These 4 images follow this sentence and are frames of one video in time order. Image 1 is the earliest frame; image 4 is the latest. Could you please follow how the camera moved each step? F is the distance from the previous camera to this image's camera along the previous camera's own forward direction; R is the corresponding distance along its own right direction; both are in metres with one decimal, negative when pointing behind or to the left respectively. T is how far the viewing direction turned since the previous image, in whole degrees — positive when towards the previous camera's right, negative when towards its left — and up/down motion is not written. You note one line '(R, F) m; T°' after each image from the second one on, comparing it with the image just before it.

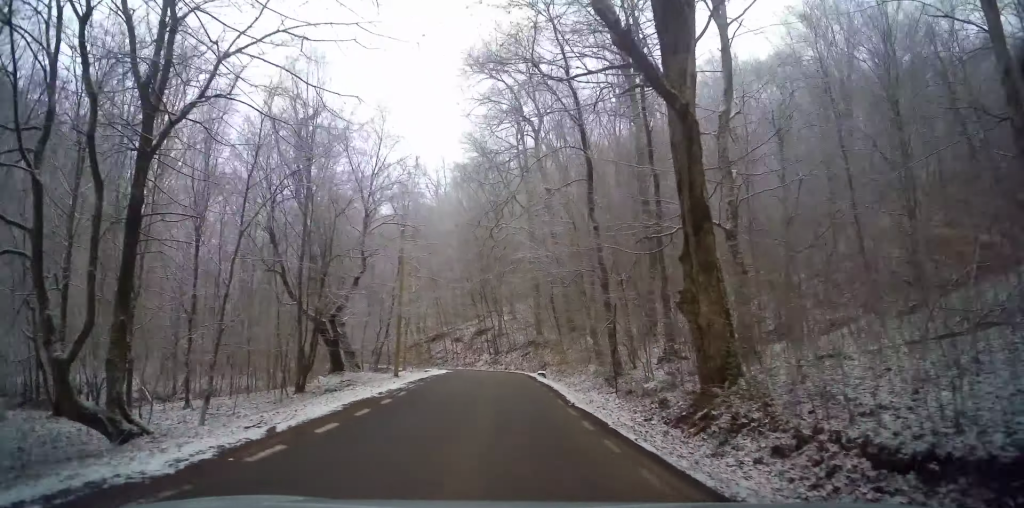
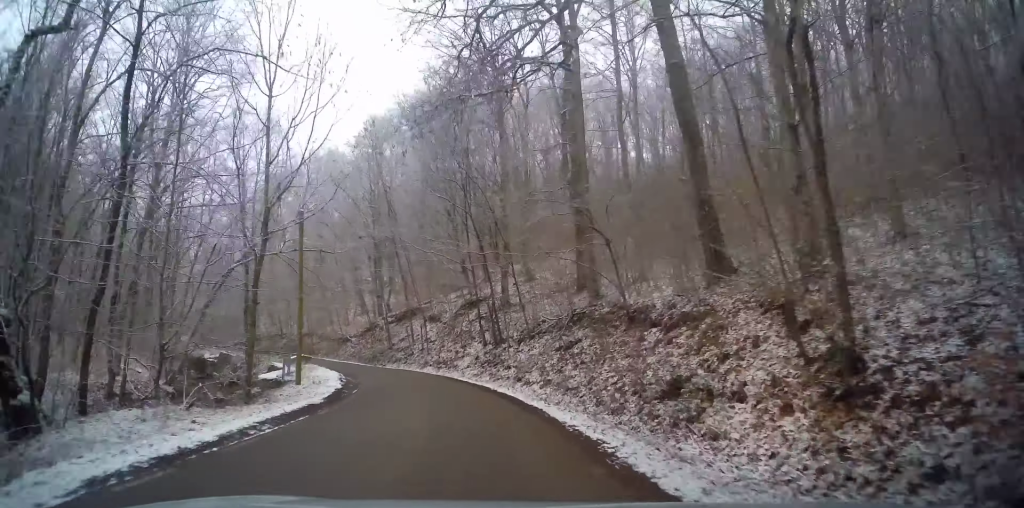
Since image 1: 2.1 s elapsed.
(+0.2, +29.2) m; -4°
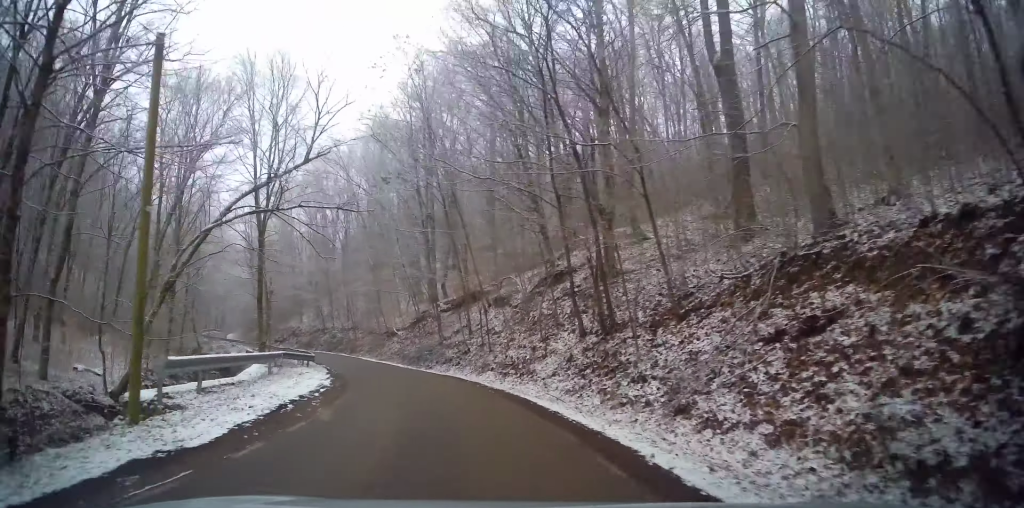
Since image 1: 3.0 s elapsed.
(-0.5, +12.3) m; -6°
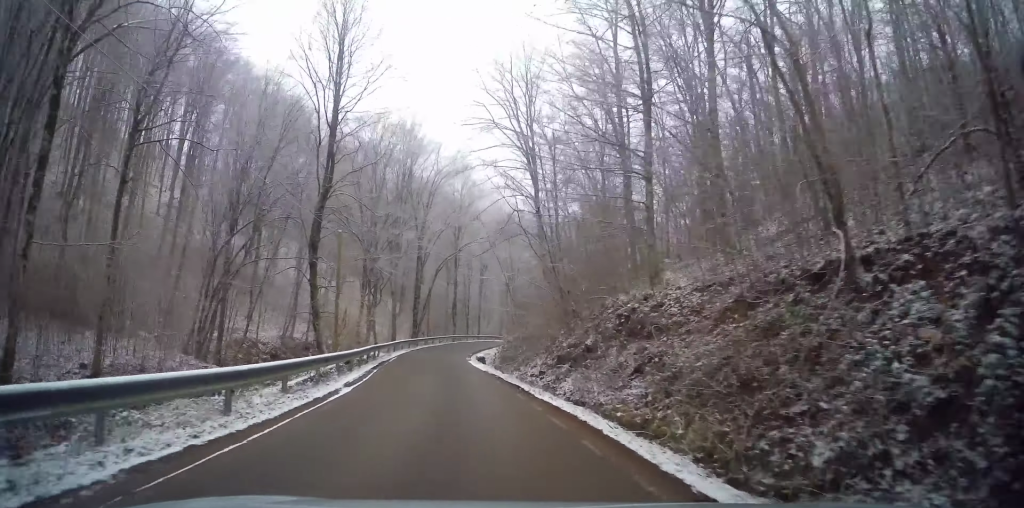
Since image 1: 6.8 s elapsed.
(-13.8, +54.9) m; -30°
